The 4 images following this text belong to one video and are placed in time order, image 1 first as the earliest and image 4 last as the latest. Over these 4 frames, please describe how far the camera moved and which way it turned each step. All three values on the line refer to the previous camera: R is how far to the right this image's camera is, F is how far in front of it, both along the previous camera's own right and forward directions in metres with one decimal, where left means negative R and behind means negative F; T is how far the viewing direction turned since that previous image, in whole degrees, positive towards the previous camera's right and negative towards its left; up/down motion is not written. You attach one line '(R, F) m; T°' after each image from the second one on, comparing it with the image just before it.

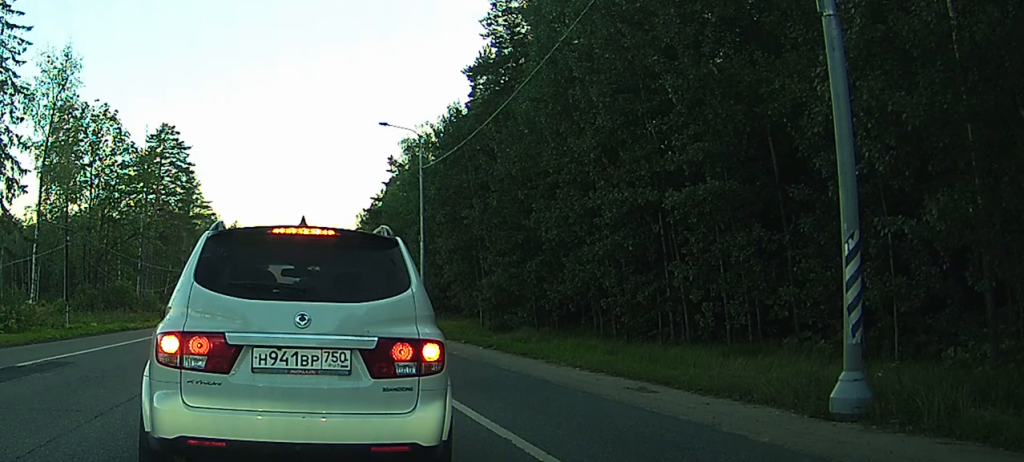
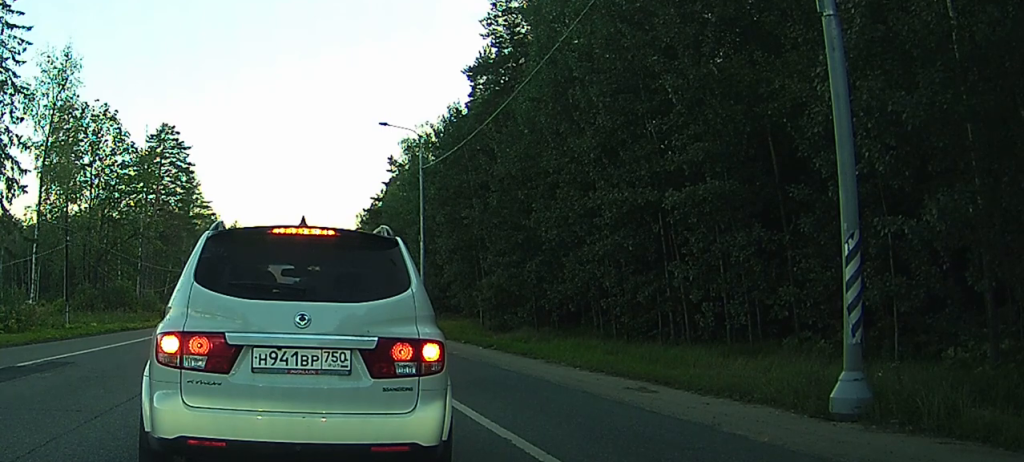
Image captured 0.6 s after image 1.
(-0.1, +0.1) m; 0°
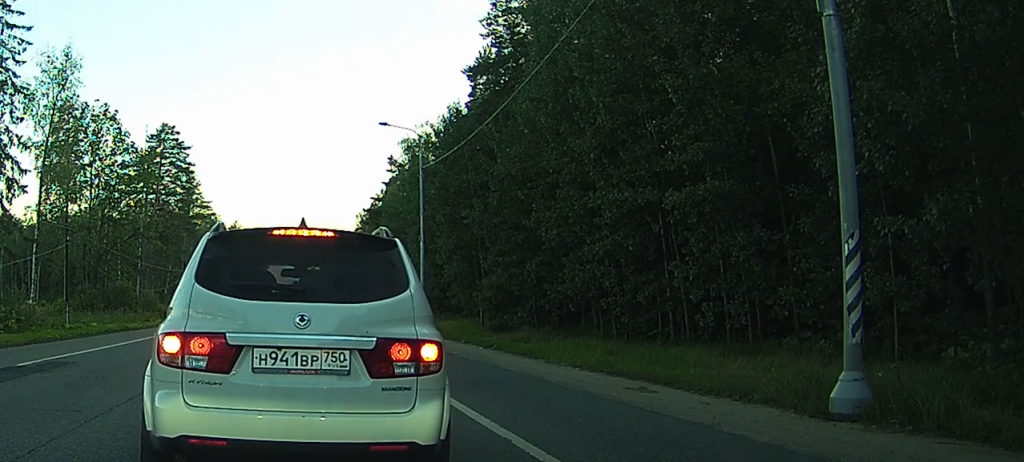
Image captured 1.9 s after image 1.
(-0.2, +0.1) m; 0°
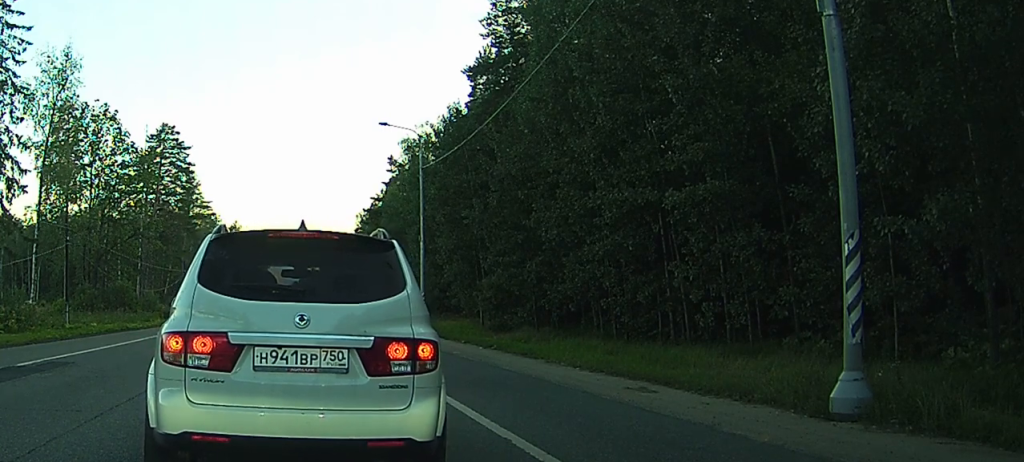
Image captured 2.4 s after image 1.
(0.0, +0.1) m; 0°
